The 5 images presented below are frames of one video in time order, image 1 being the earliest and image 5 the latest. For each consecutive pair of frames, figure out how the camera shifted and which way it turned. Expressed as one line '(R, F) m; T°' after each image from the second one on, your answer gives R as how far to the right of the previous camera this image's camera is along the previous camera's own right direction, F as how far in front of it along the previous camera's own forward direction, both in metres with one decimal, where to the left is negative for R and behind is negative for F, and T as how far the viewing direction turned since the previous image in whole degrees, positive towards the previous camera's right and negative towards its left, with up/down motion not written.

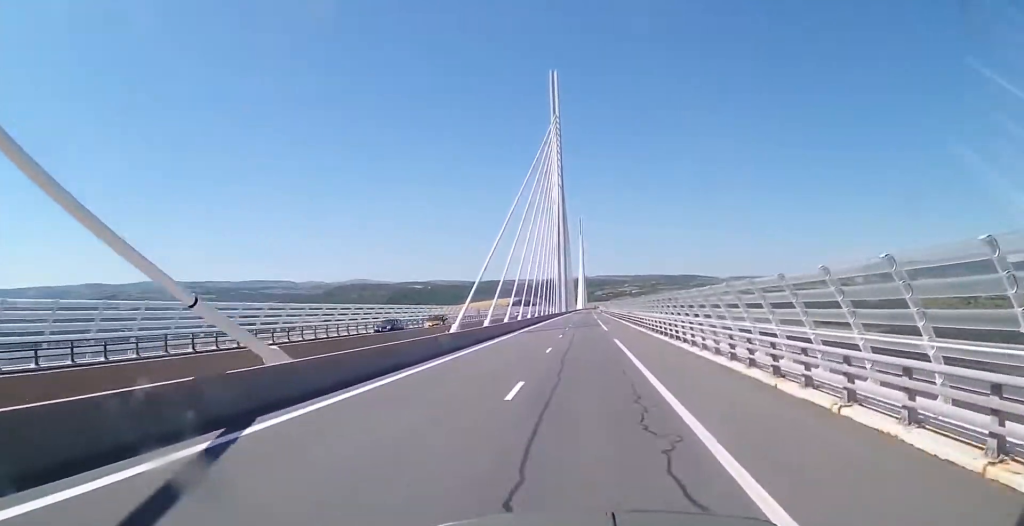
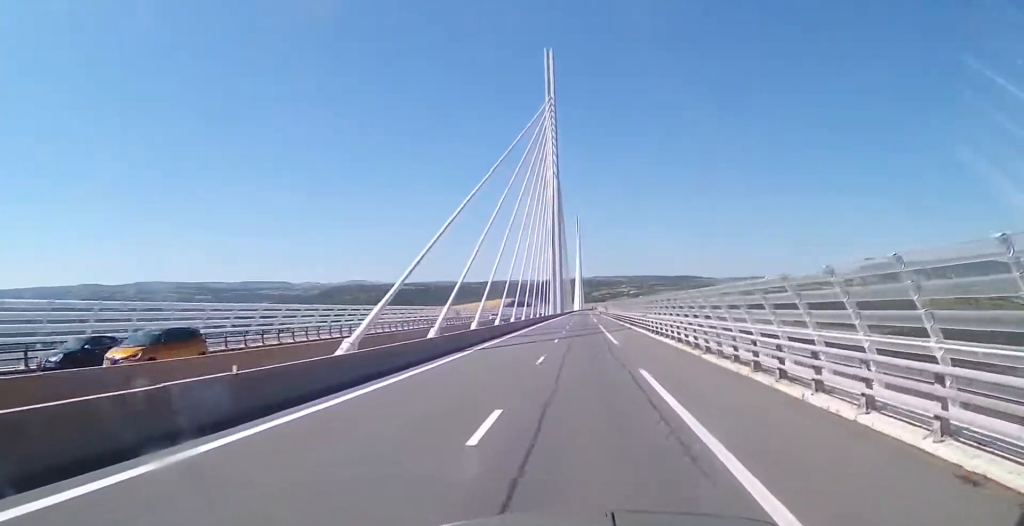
(-0.3, +17.8) m; 0°
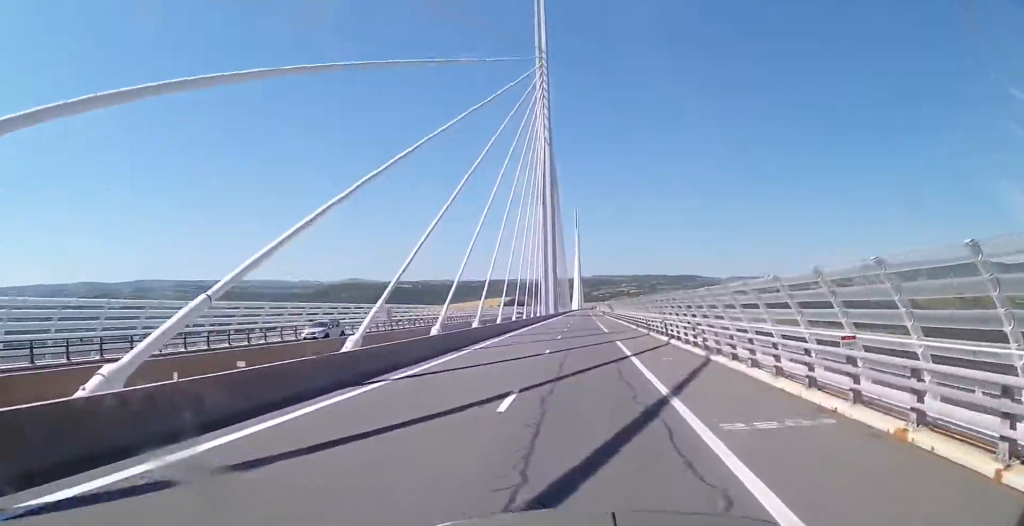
(+0.4, +36.4) m; +1°
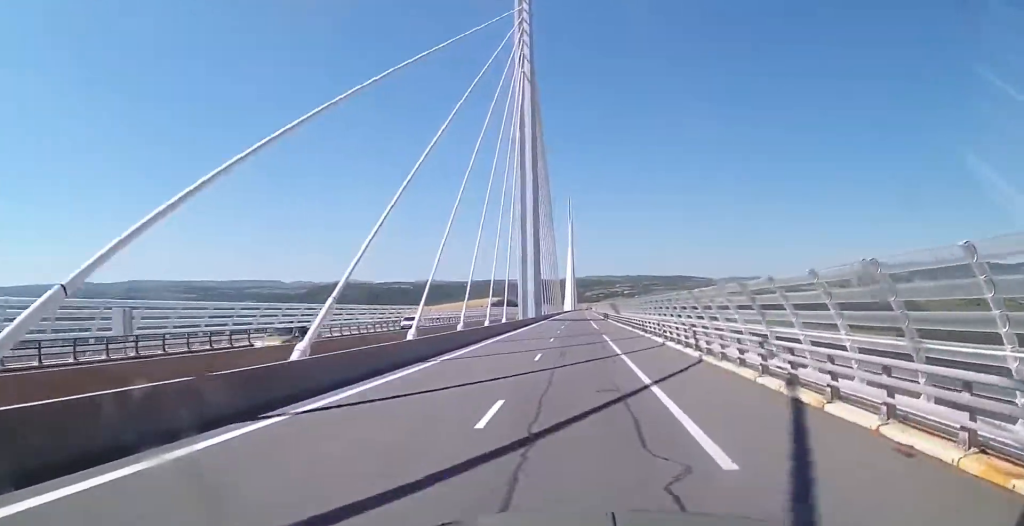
(-0.1, +40.7) m; 0°
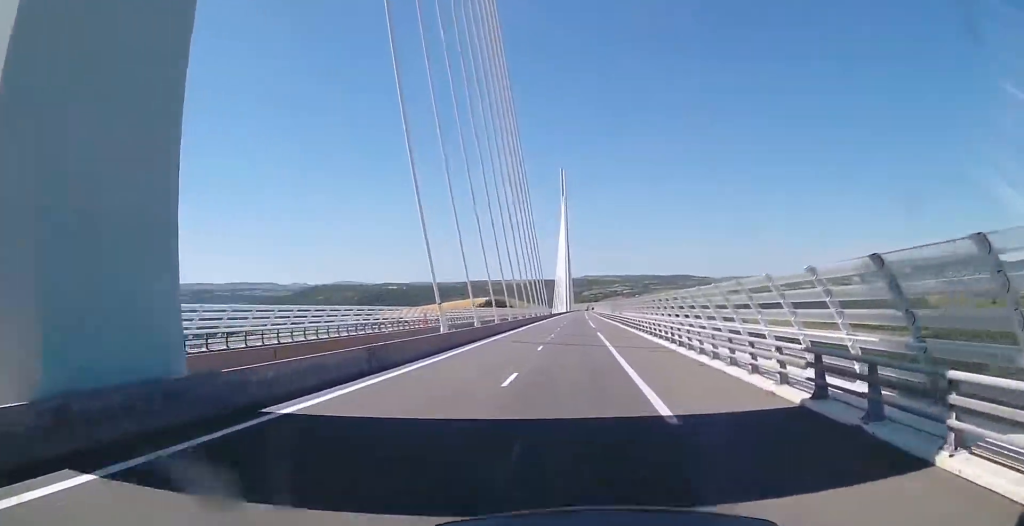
(-0.1, +99.5) m; 0°
